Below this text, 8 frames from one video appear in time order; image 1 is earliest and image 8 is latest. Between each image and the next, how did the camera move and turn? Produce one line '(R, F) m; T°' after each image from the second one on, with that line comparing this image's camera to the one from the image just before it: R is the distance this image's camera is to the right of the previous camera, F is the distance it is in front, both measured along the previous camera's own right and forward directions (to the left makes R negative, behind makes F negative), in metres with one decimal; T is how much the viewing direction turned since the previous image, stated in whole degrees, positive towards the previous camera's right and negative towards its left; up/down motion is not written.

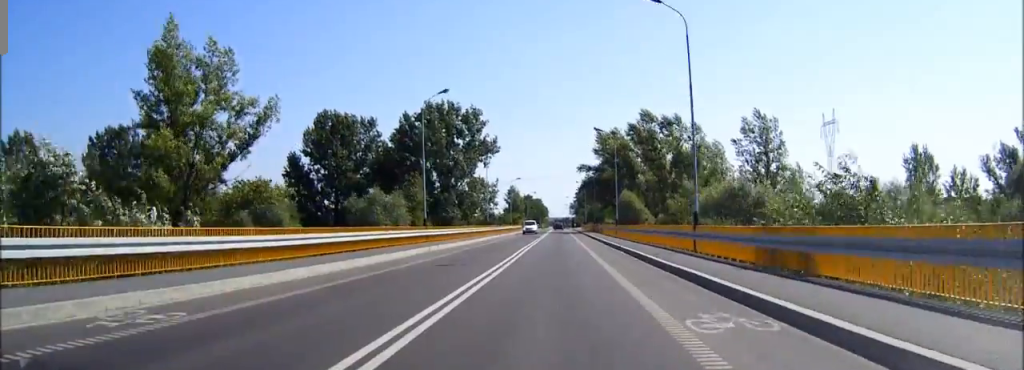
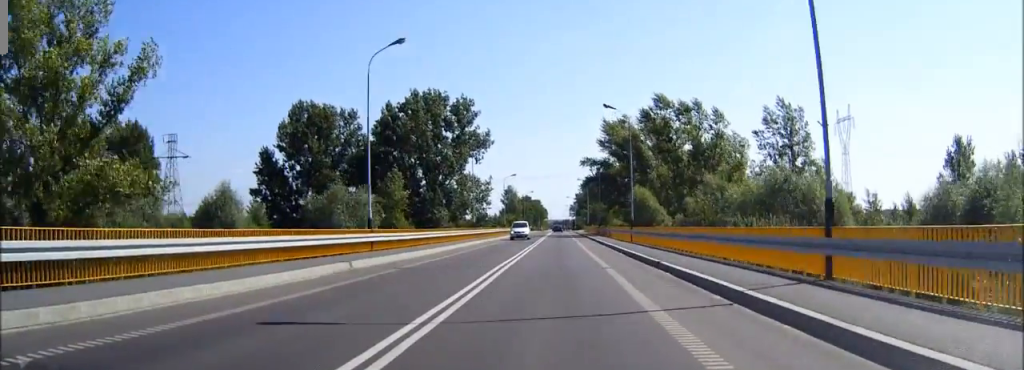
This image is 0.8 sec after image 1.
(0.0, +13.8) m; 0°
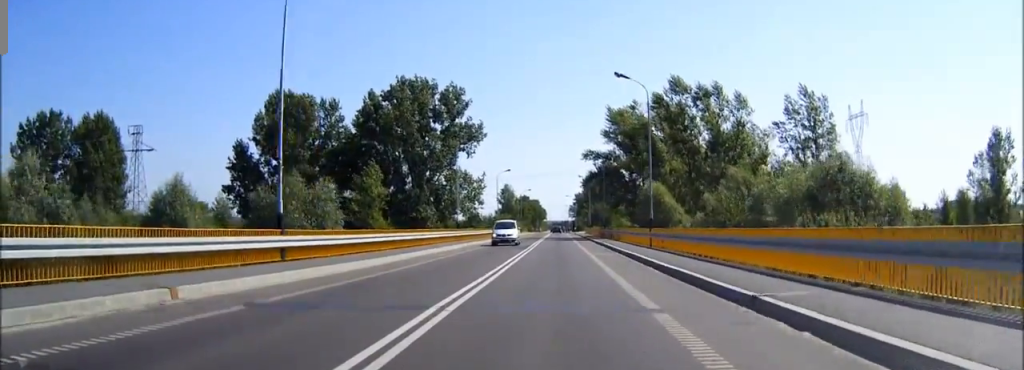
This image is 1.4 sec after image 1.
(0.0, +10.9) m; 0°
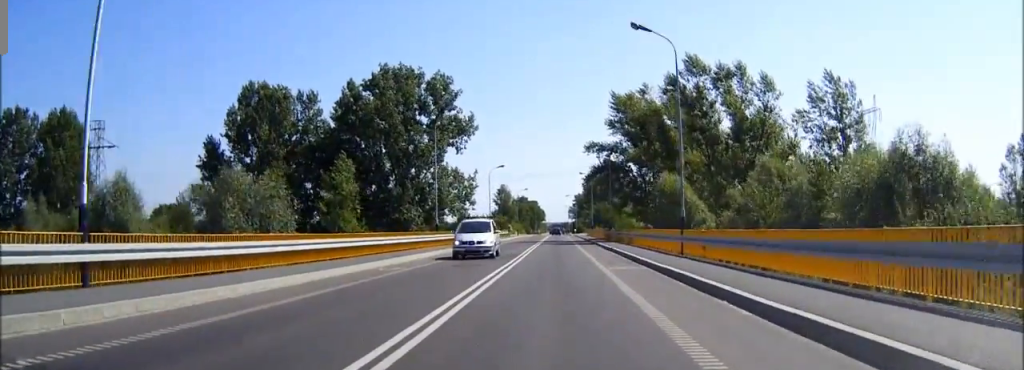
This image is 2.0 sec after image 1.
(0.0, +10.4) m; 0°
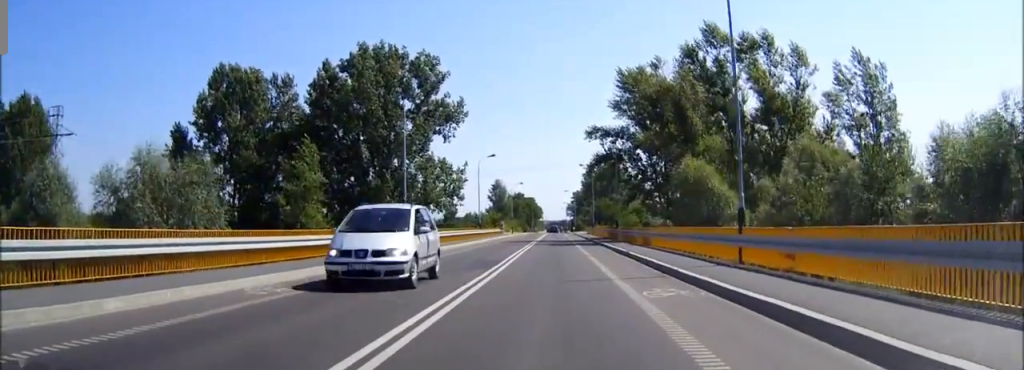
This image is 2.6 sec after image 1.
(0.0, +9.8) m; 0°
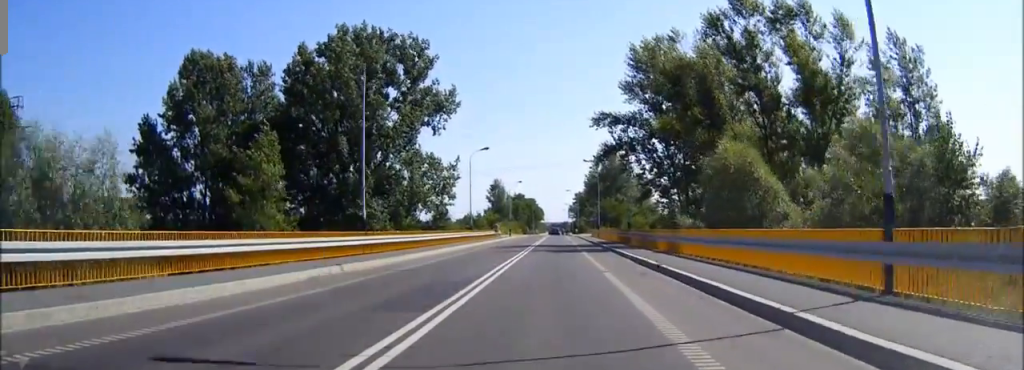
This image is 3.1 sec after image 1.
(0.0, +9.3) m; 0°
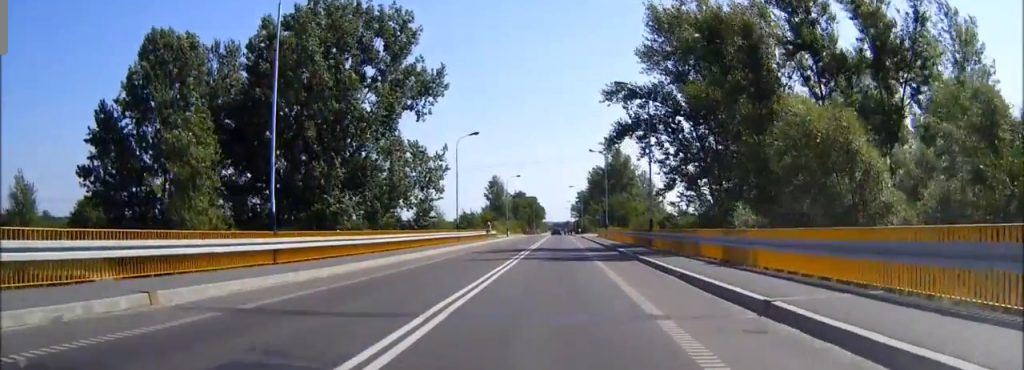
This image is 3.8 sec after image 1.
(0.0, +11.0) m; 0°
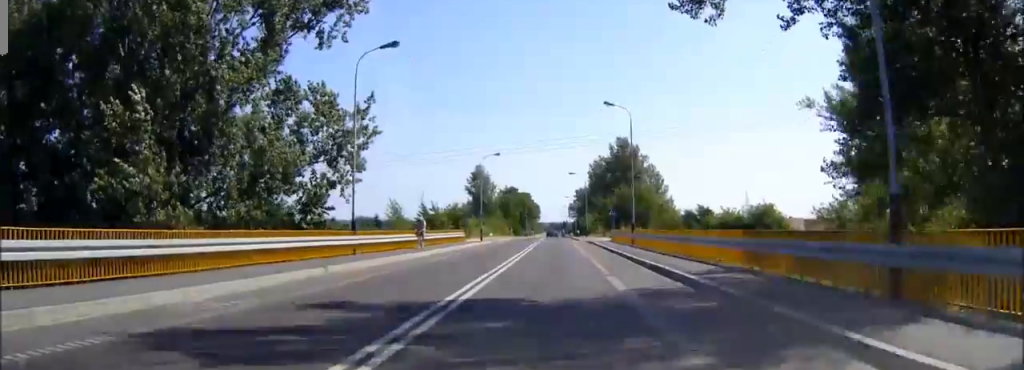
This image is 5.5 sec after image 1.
(0.0, +30.5) m; 0°
